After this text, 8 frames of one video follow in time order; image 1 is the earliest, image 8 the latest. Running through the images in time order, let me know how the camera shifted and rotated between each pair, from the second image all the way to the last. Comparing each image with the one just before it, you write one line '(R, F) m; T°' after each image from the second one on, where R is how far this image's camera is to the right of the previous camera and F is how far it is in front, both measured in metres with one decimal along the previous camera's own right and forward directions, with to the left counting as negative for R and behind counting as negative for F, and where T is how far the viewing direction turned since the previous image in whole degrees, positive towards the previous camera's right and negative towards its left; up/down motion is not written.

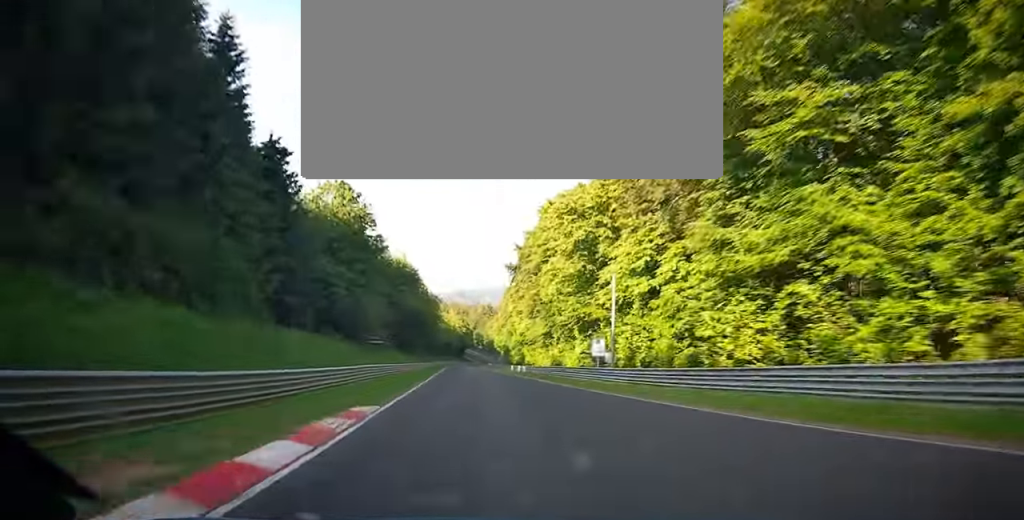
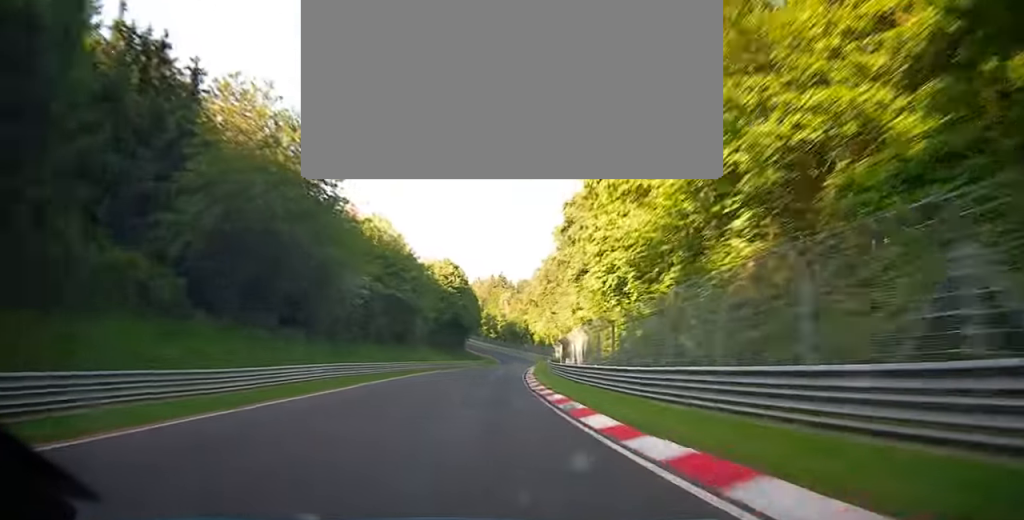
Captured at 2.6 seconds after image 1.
(-2.0, +136.7) m; +1°
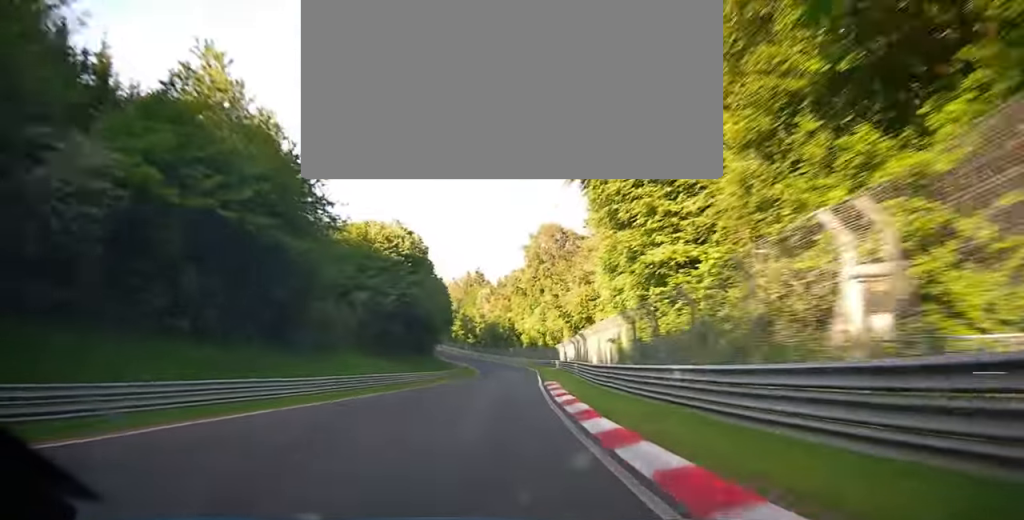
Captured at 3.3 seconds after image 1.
(+0.5, +35.6) m; +1°
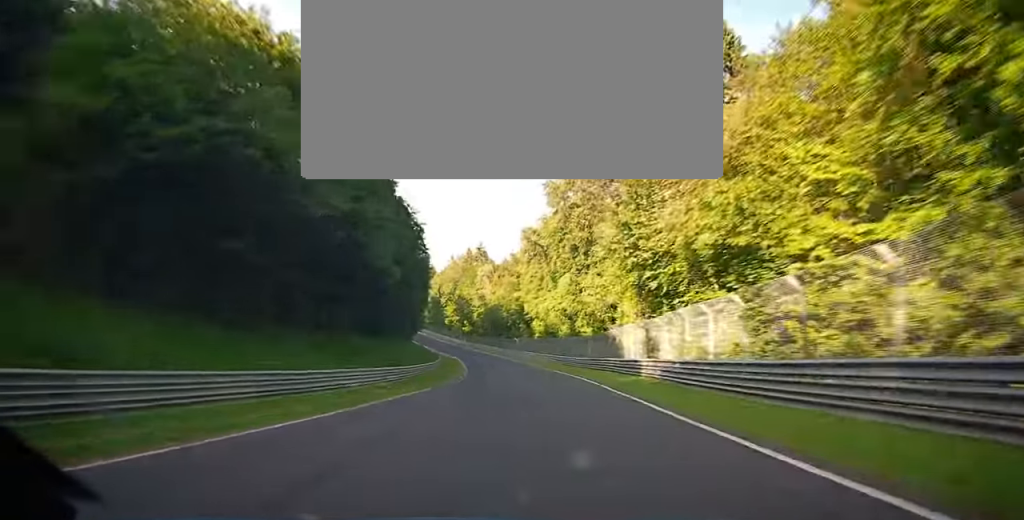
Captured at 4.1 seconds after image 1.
(+0.4, +38.3) m; +1°
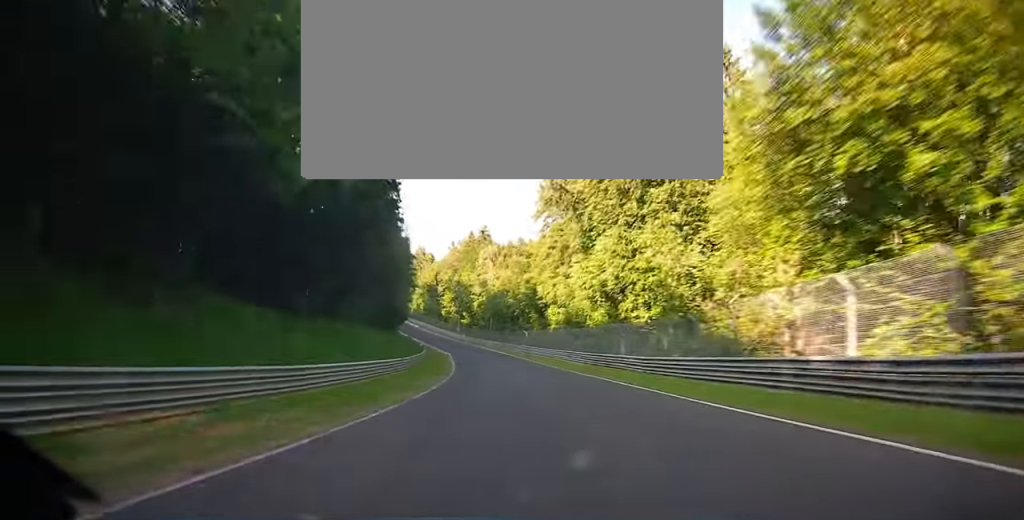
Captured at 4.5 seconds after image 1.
(+0.3, +23.0) m; 0°
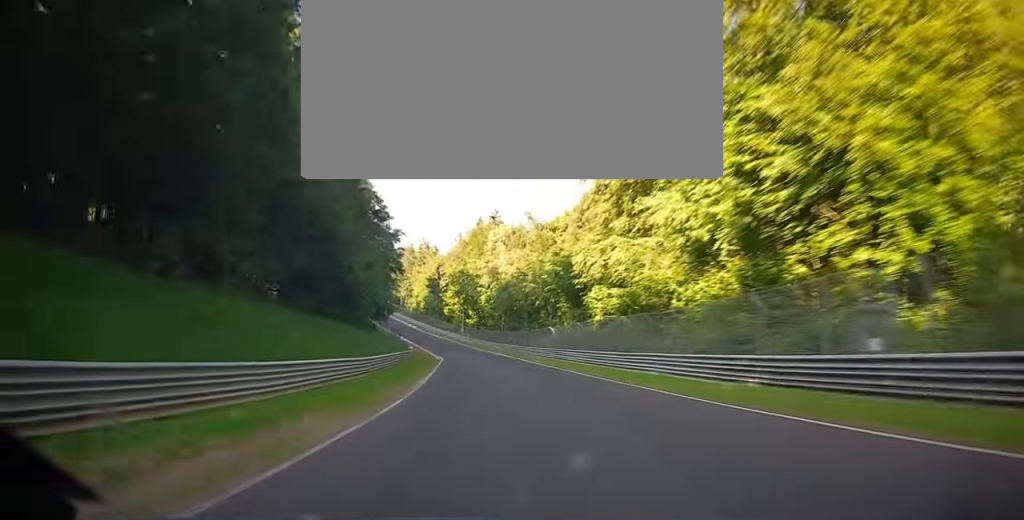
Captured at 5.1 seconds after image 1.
(0.0, +26.3) m; -1°
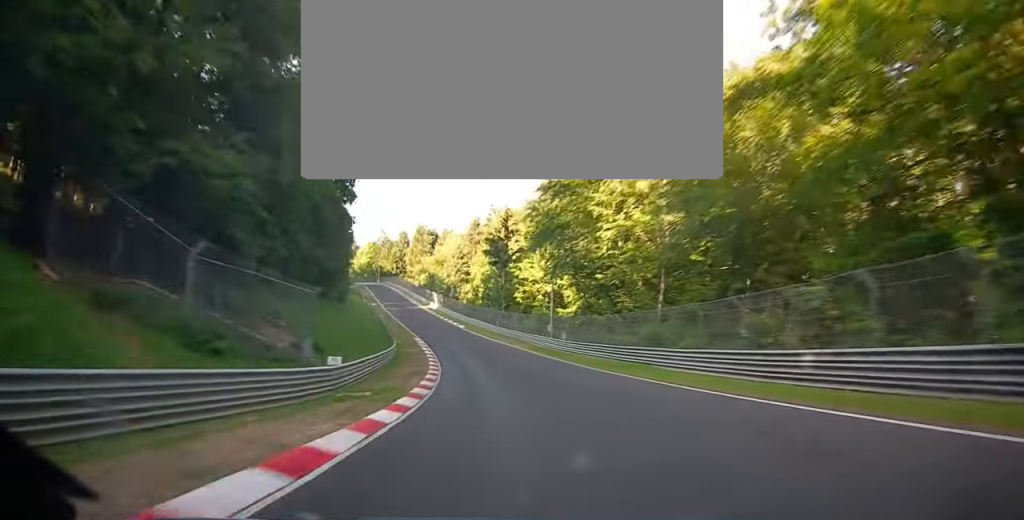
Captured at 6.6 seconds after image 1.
(-3.9, +66.2) m; -7°
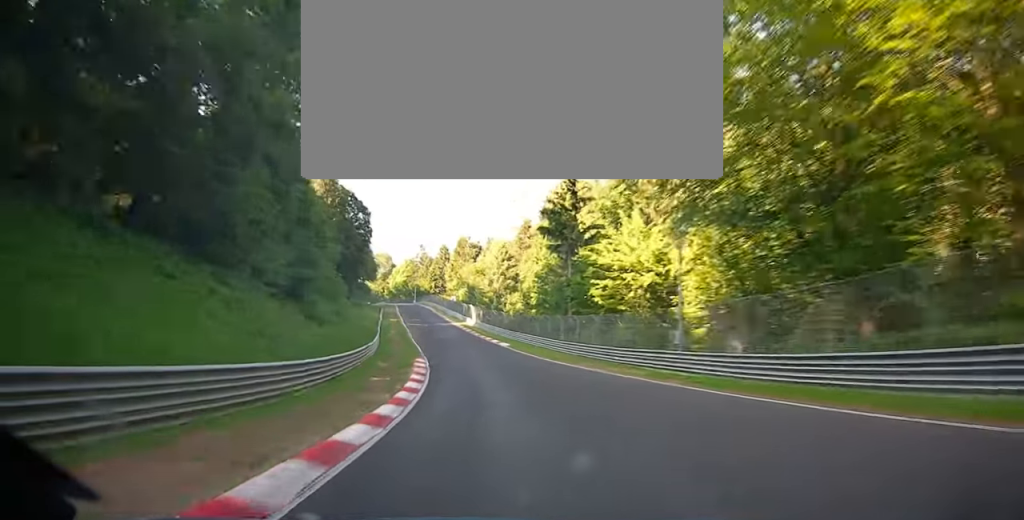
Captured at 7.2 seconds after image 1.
(-0.6, +28.7) m; -1°
